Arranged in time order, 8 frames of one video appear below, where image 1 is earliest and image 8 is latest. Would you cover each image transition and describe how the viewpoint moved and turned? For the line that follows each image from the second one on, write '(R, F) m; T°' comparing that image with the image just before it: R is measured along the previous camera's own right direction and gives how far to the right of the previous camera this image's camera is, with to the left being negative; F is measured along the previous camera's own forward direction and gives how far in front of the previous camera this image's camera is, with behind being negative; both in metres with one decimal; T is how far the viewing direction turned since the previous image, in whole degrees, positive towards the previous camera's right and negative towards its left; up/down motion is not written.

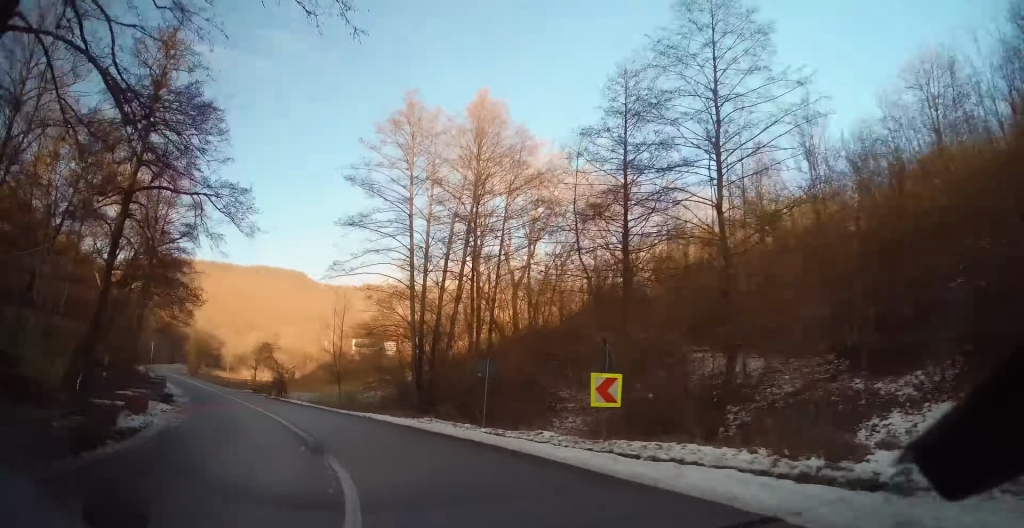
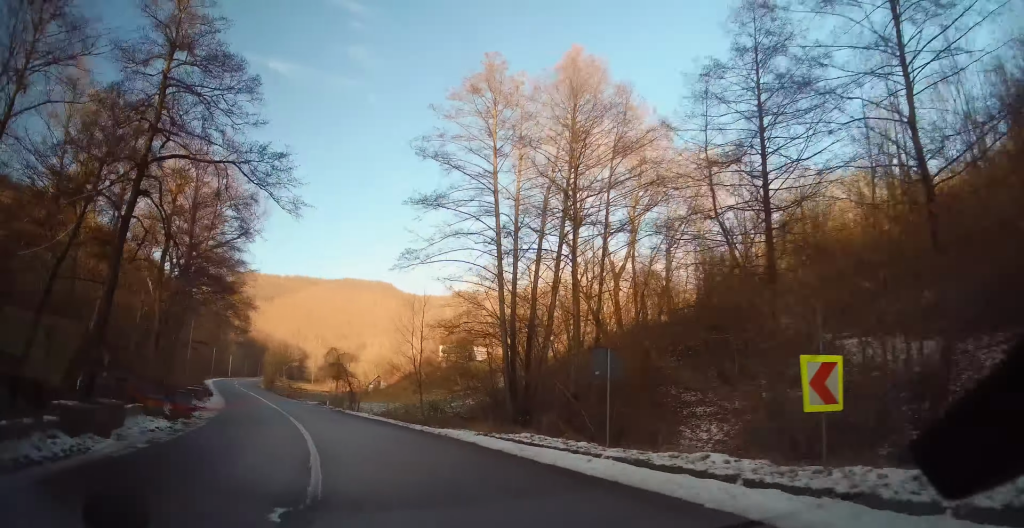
(-0.3, +5.9) m; -6°
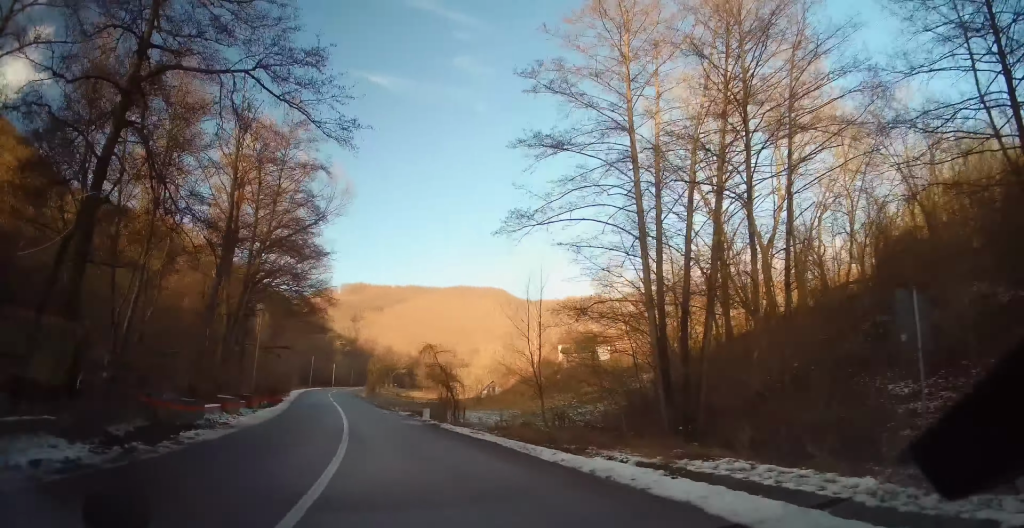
(-0.4, +7.8) m; -8°
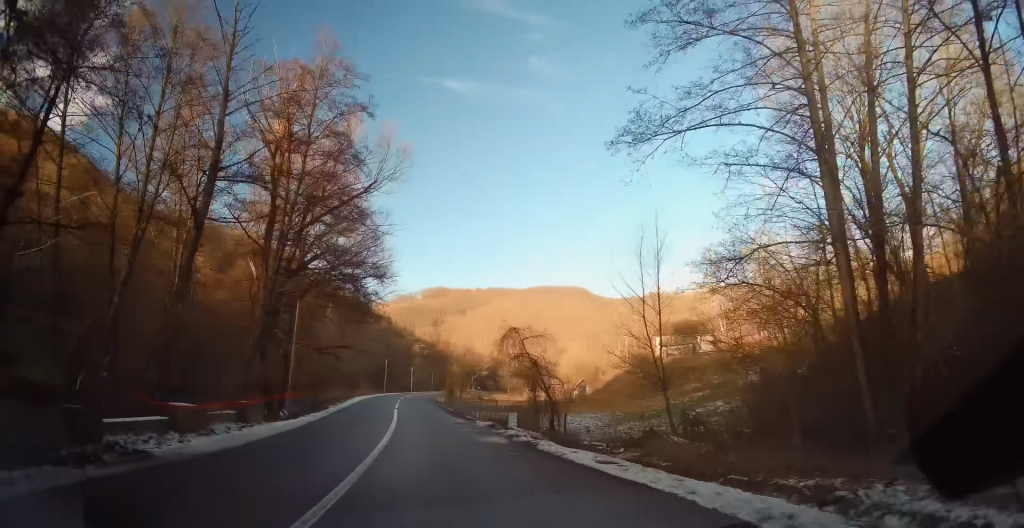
(-0.4, +8.2) m; -8°
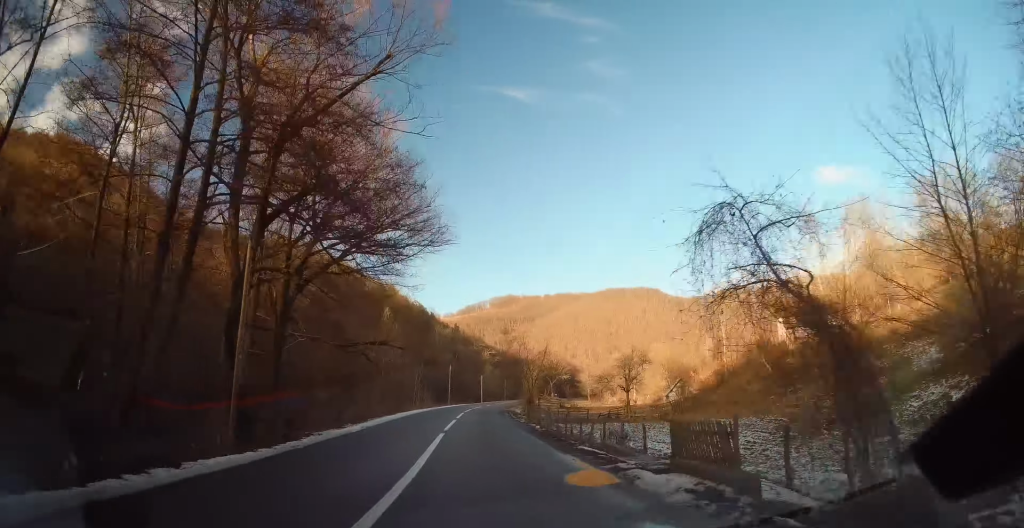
(-2.1, +14.8) m; -11°
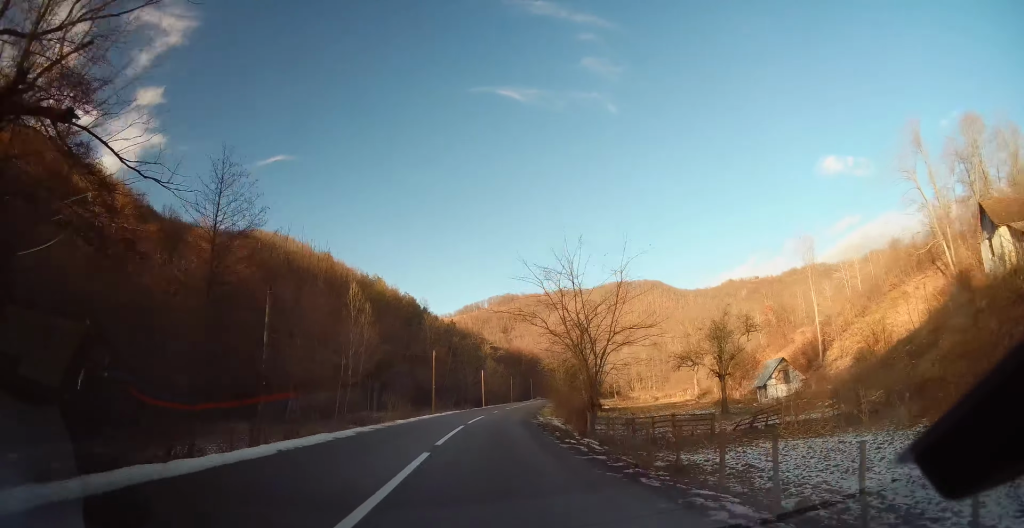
(-1.3, +30.1) m; -2°
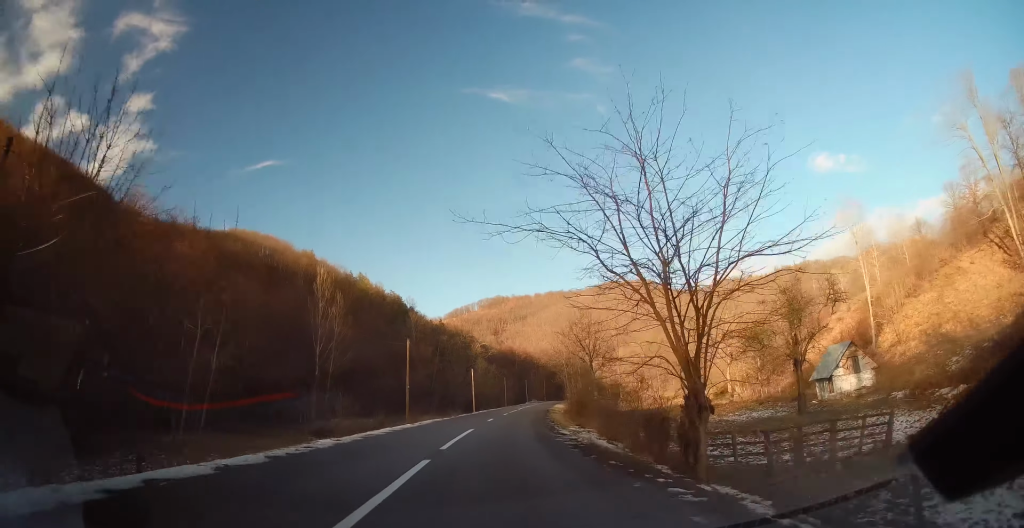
(+0.1, +12.8) m; +1°
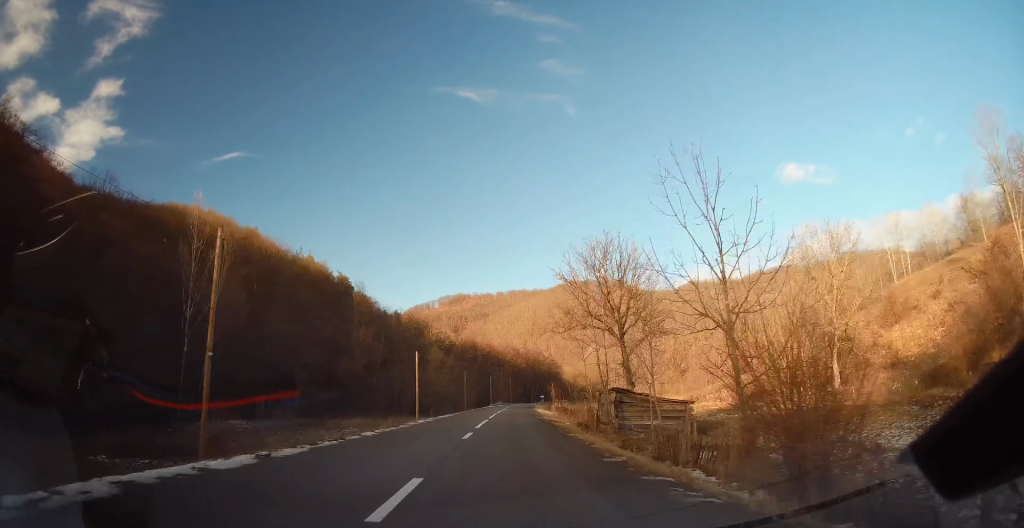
(+0.3, +27.2) m; +3°
